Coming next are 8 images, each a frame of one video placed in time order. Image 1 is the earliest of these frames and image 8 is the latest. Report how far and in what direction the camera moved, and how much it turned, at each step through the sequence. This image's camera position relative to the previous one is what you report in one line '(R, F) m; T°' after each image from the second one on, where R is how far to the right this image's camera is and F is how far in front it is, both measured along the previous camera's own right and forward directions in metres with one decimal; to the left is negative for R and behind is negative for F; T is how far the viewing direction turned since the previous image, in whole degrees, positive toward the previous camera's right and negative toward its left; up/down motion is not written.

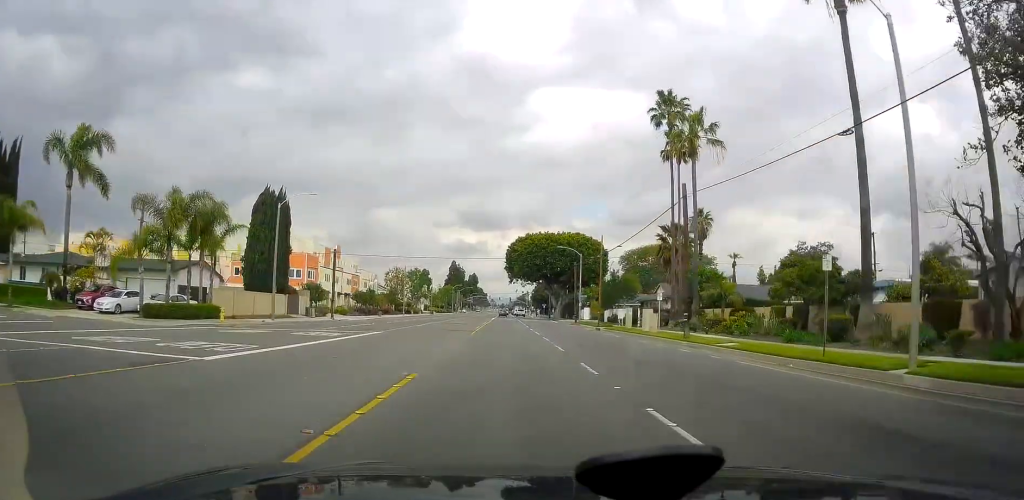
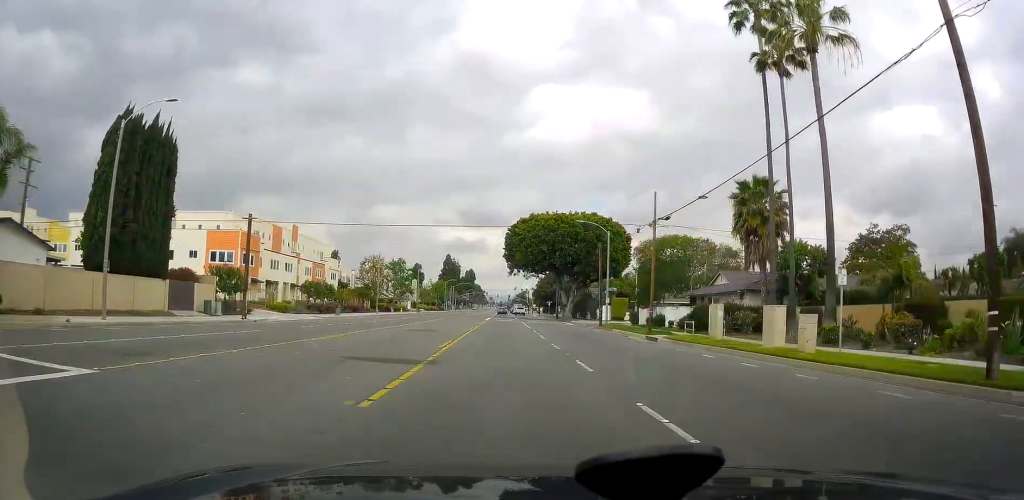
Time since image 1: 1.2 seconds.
(0.0, +21.4) m; 0°
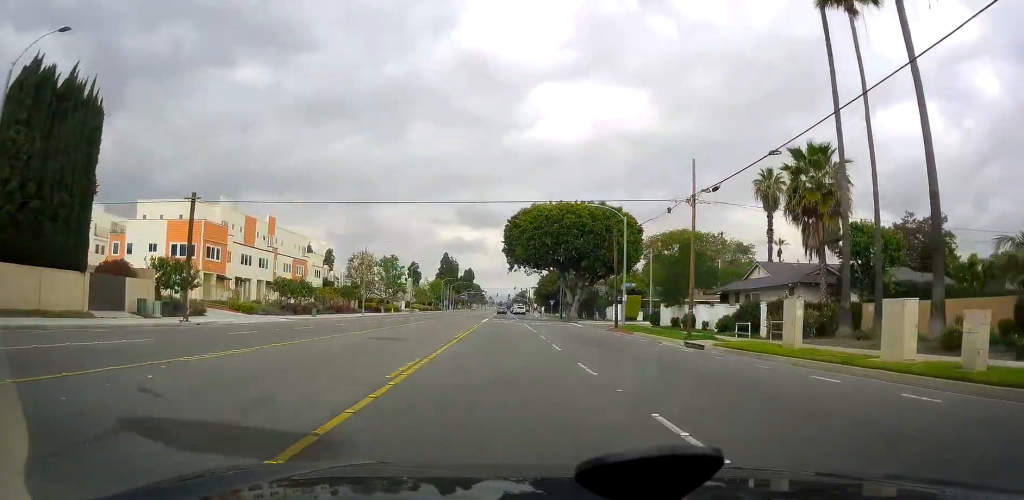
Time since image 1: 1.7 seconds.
(0.0, +8.3) m; 0°
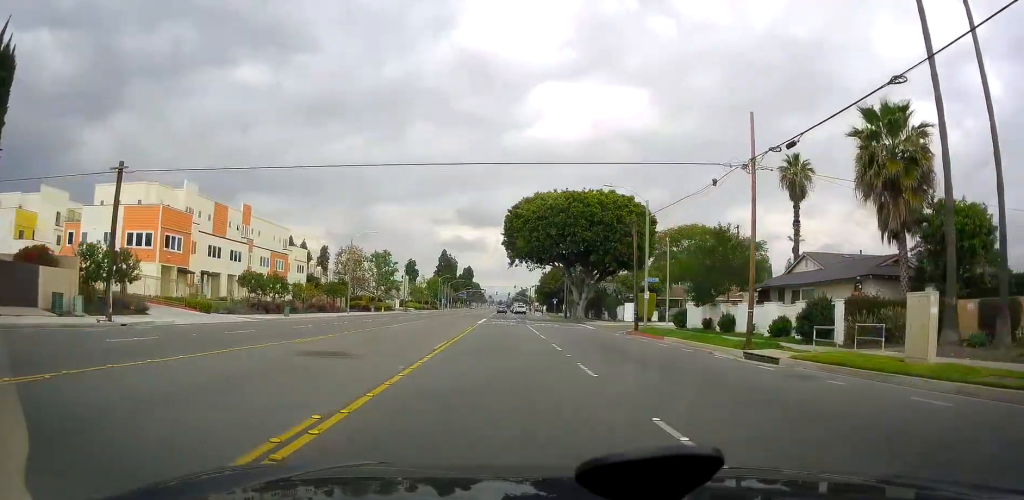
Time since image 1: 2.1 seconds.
(0.0, +7.7) m; 0°
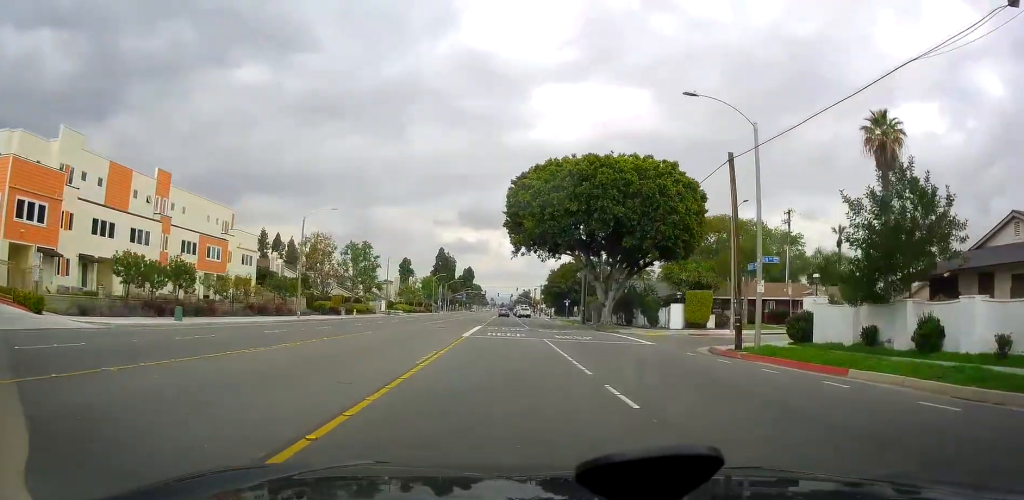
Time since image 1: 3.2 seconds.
(0.0, +18.7) m; 0°
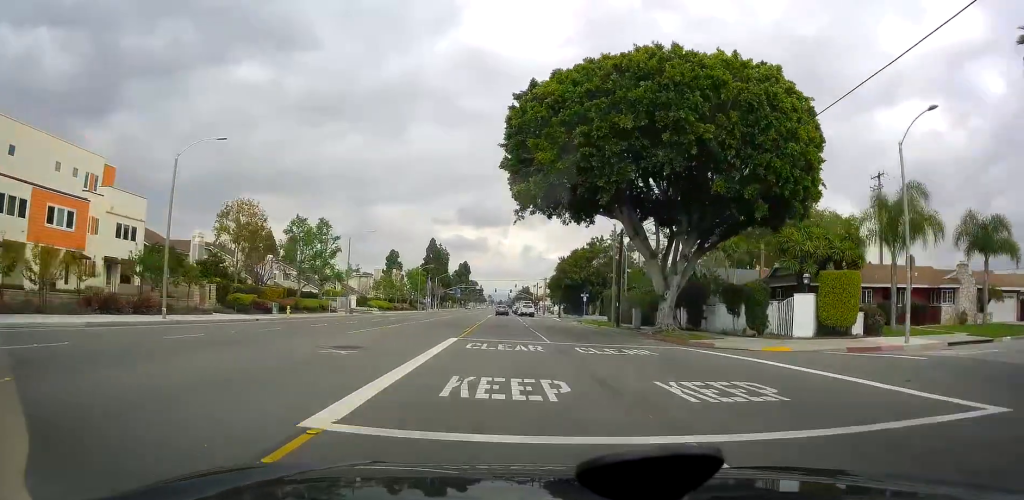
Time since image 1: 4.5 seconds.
(0.0, +22.5) m; +1°
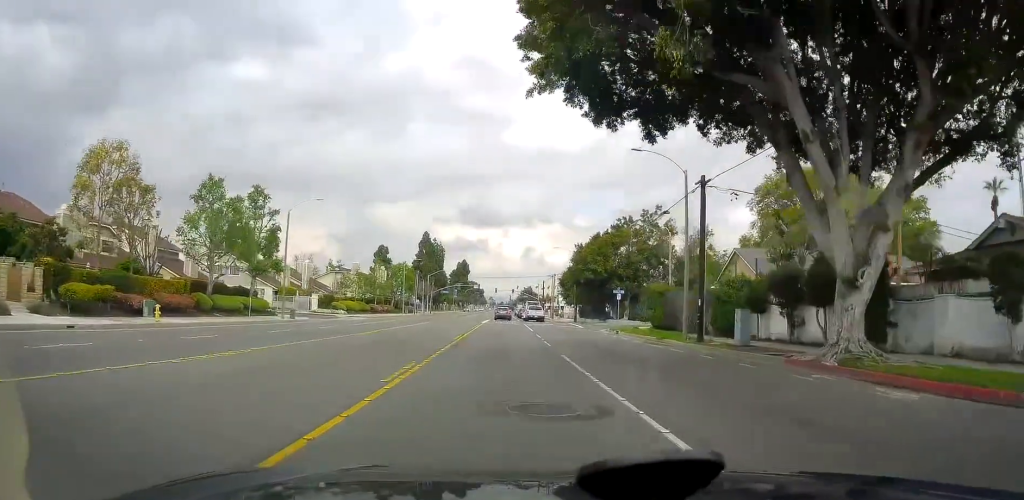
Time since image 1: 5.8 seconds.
(+0.4, +21.6) m; +1°
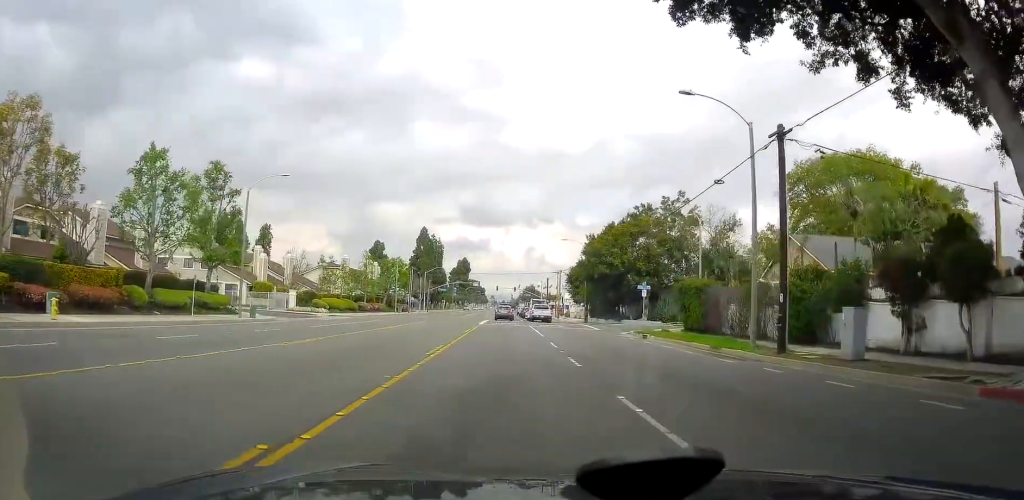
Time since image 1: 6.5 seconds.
(-0.1, +9.5) m; +1°
